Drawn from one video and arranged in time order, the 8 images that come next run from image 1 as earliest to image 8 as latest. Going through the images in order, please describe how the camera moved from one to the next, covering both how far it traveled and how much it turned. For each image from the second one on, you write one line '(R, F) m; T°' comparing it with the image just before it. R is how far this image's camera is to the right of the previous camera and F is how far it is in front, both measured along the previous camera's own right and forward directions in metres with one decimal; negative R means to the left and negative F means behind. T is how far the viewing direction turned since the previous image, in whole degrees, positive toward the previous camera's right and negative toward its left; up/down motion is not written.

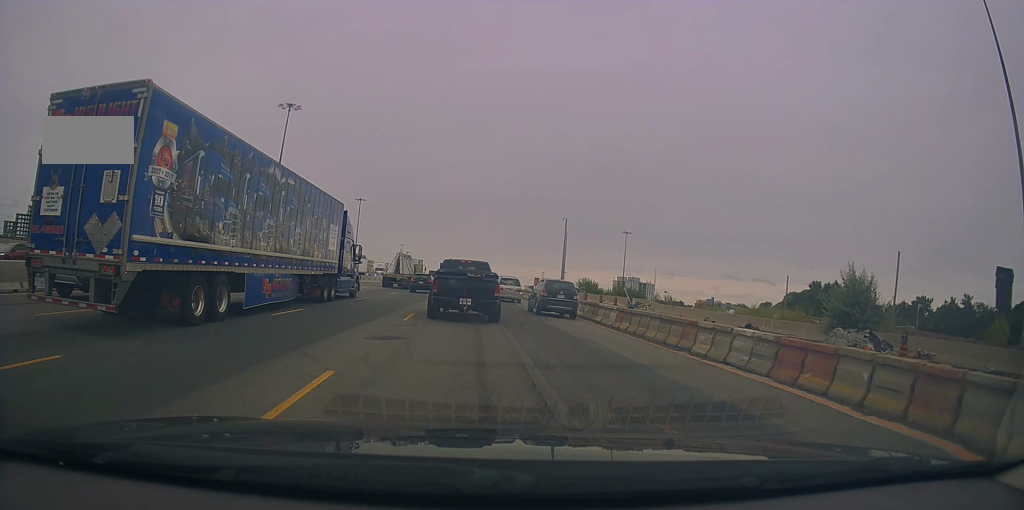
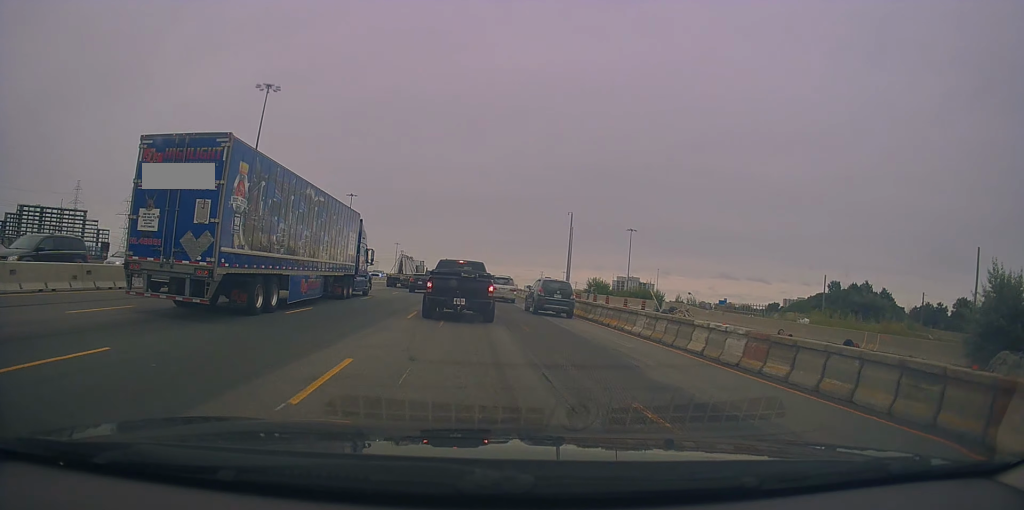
(-0.1, +10.9) m; 0°
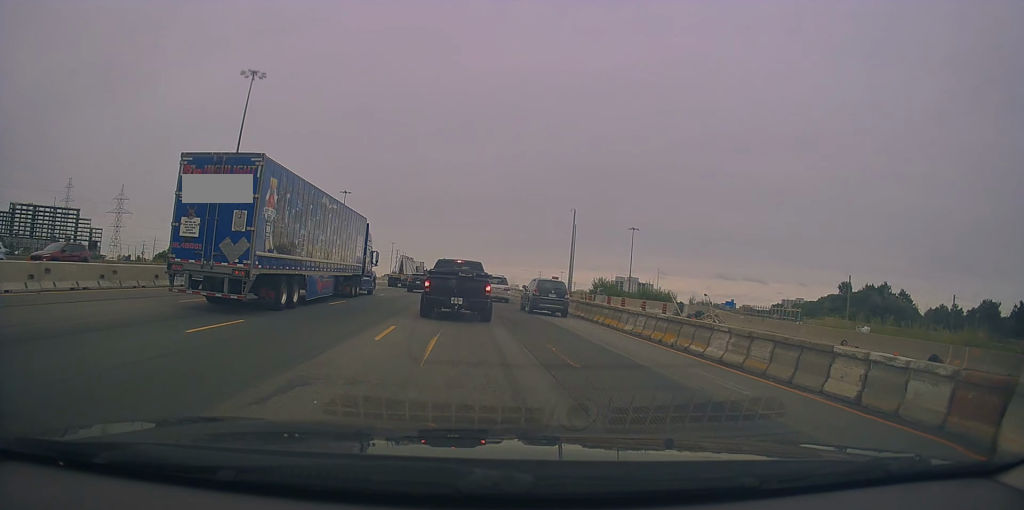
(-0.3, +6.4) m; +1°
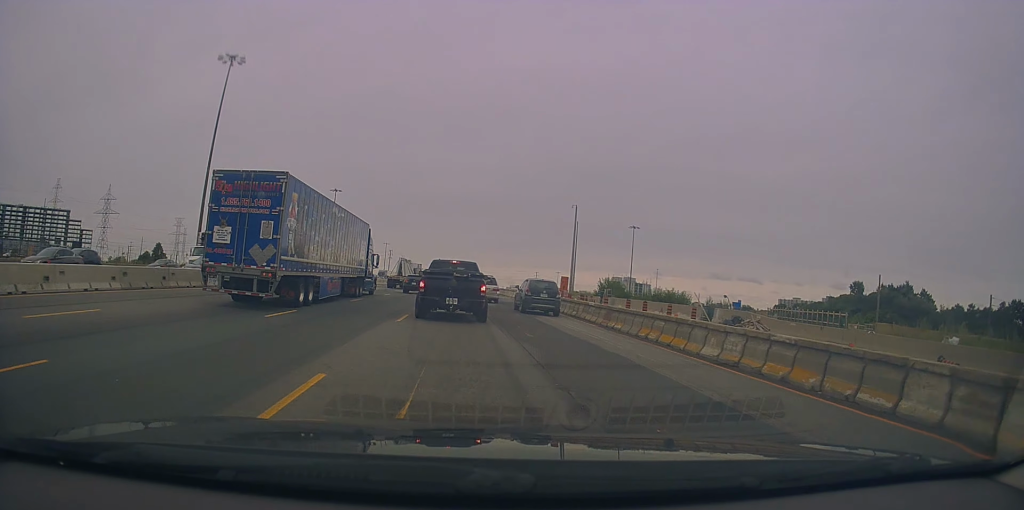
(+0.4, +7.1) m; +1°
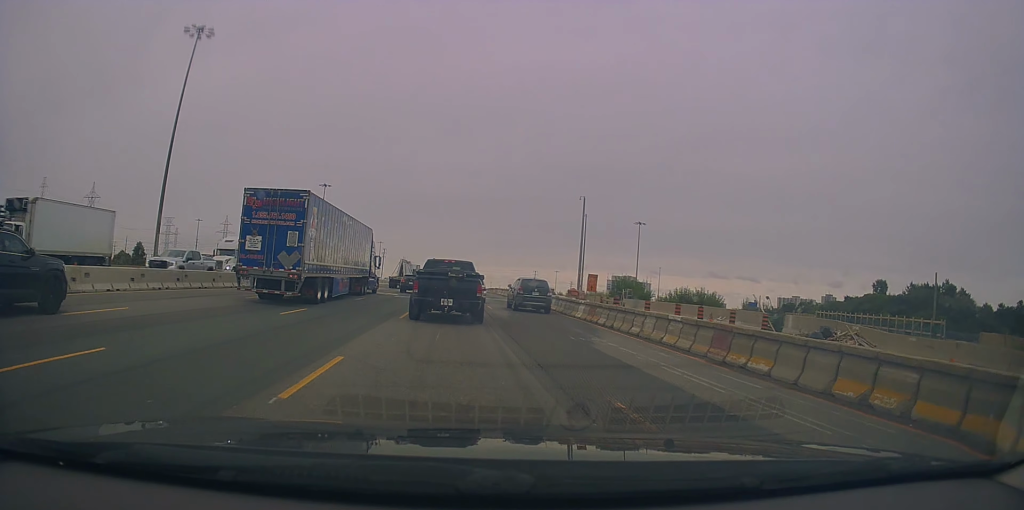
(+0.3, +10.2) m; 0°
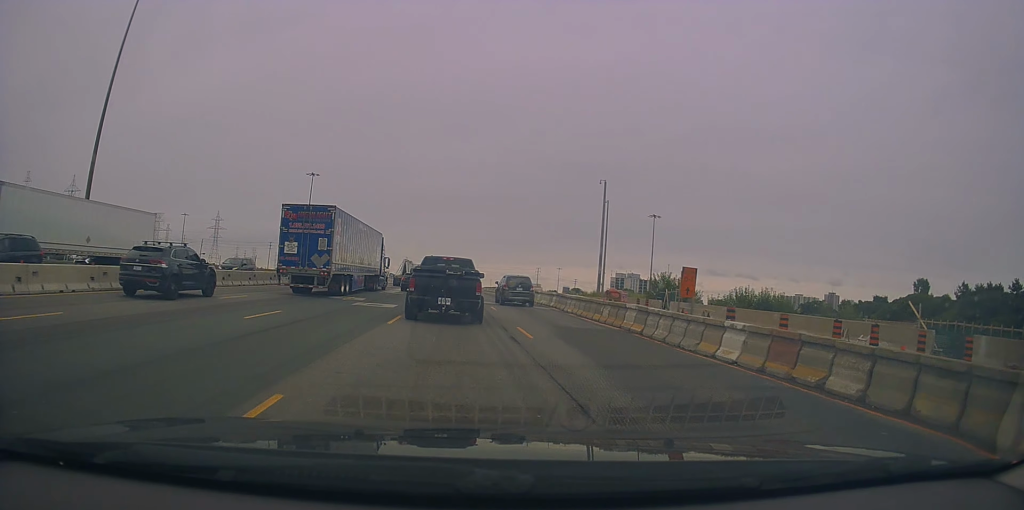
(-0.3, +14.9) m; -2°
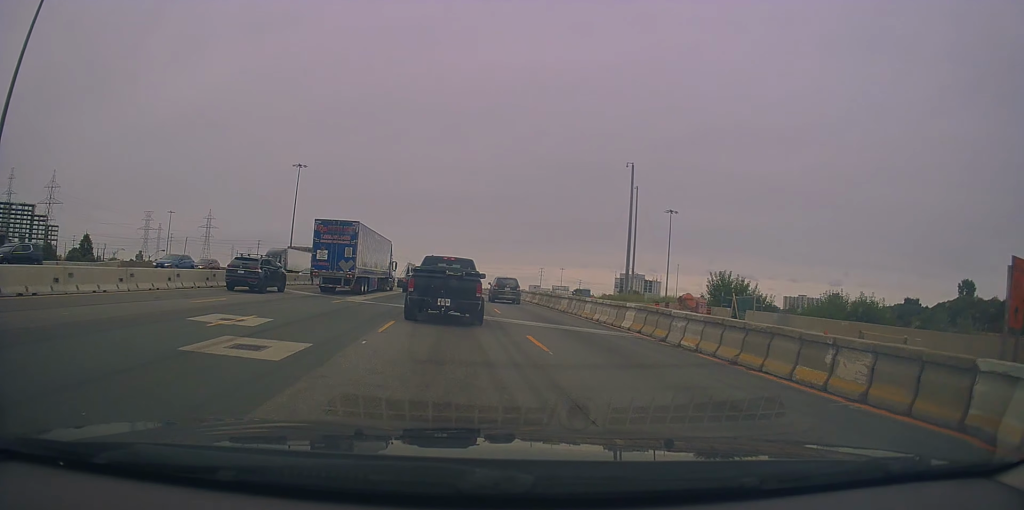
(-0.3, +14.3) m; 0°
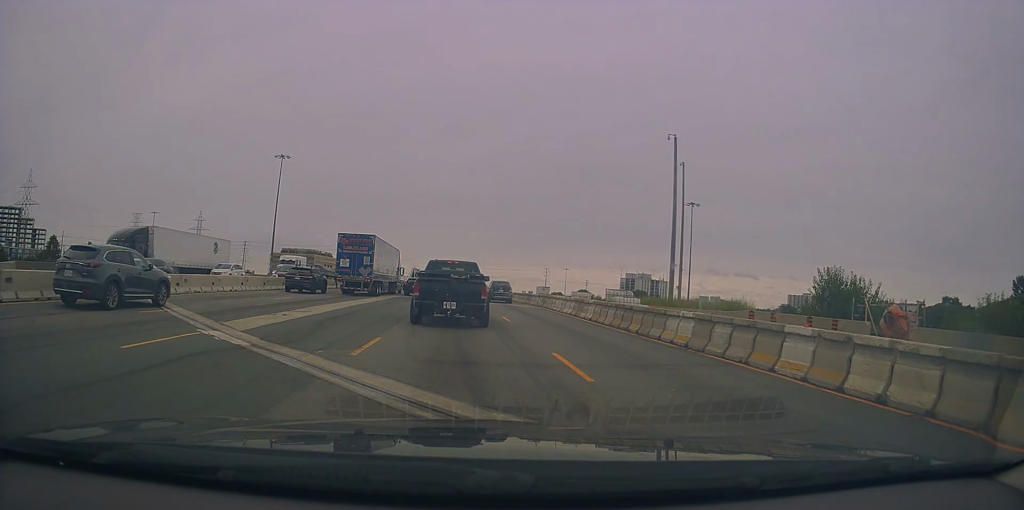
(+0.6, +15.4) m; +2°
